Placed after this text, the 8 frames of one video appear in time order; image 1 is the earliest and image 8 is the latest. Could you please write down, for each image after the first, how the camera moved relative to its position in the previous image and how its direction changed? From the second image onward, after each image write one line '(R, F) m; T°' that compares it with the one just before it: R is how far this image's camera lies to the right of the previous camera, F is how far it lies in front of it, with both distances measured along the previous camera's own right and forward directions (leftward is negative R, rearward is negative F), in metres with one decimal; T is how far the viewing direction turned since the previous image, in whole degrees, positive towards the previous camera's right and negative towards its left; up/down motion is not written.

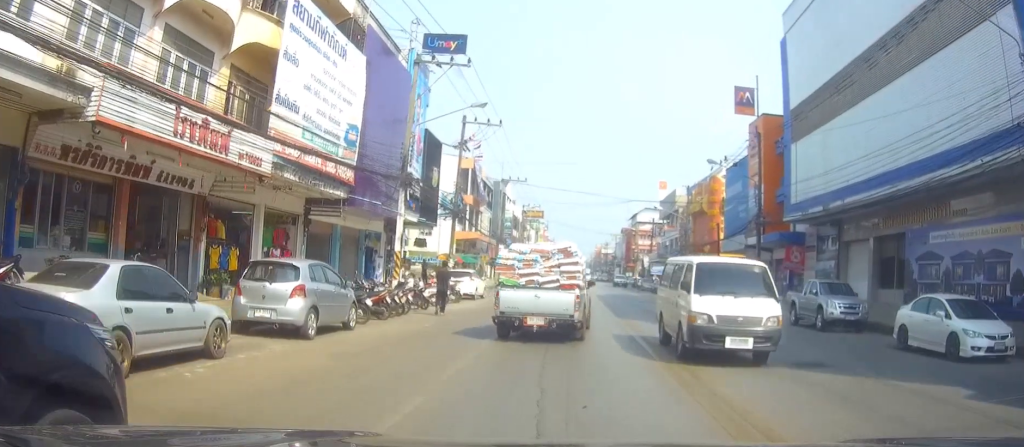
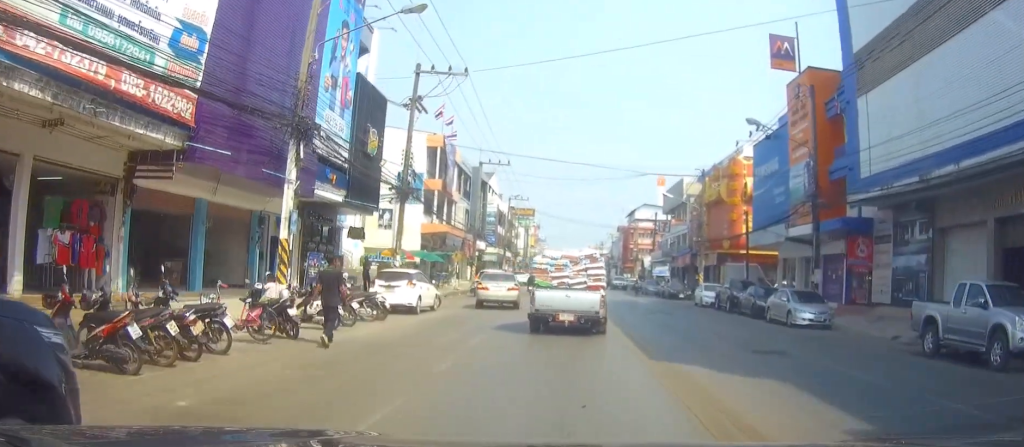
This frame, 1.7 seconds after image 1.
(+0.2, +11.8) m; +2°
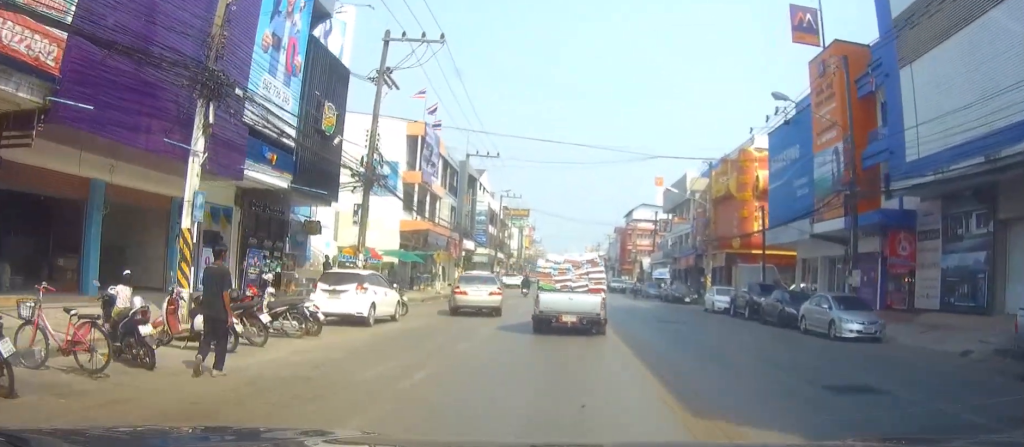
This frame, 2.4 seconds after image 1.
(0.0, +5.1) m; 0°
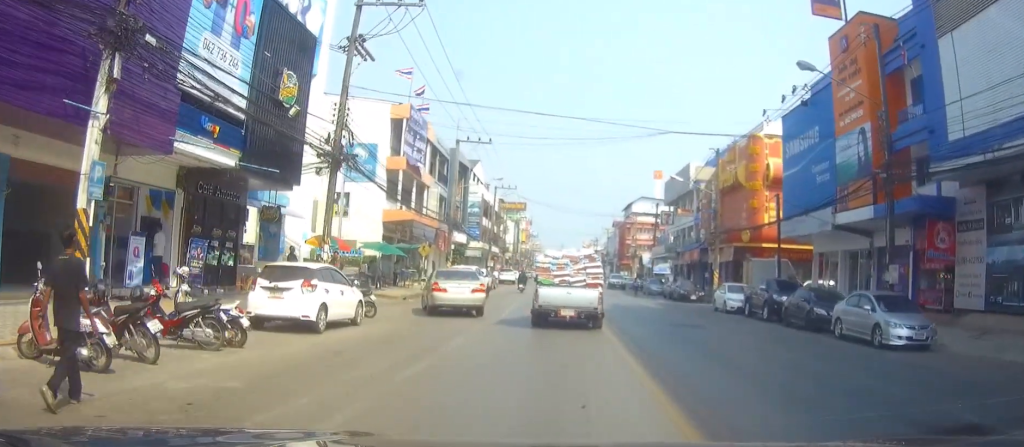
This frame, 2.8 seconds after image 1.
(0.0, +3.2) m; 0°
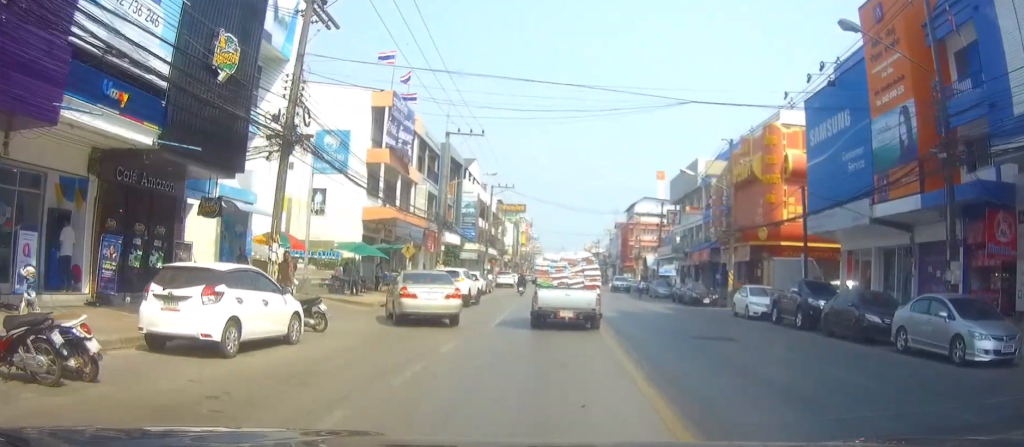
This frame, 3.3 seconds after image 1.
(0.0, +4.0) m; -1°
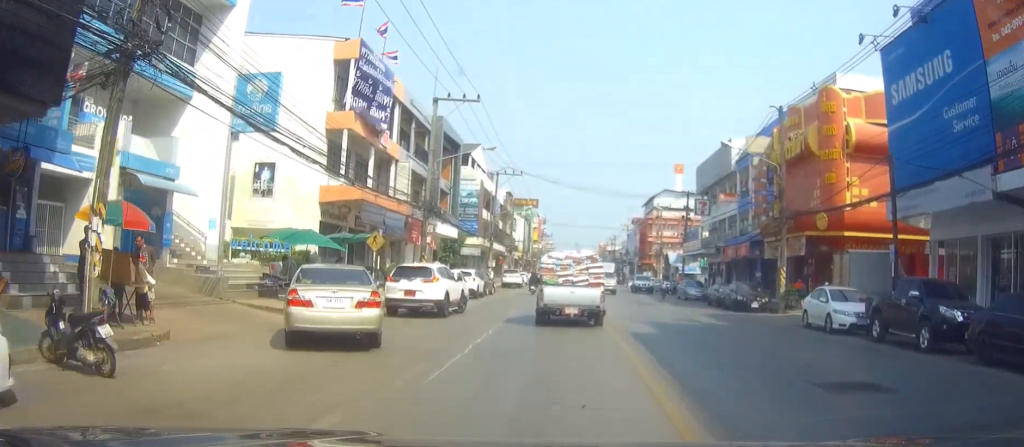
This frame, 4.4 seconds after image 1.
(-0.1, +8.3) m; -1°
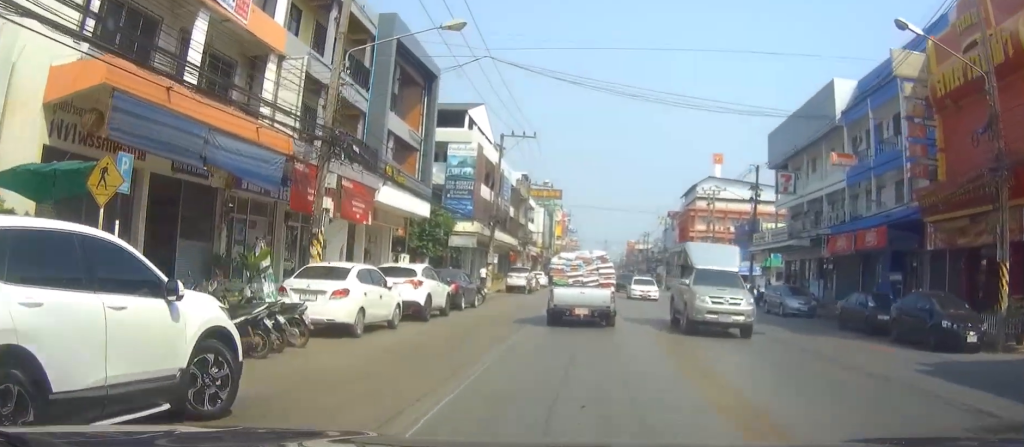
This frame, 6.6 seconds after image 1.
(-0.3, +18.3) m; -2°
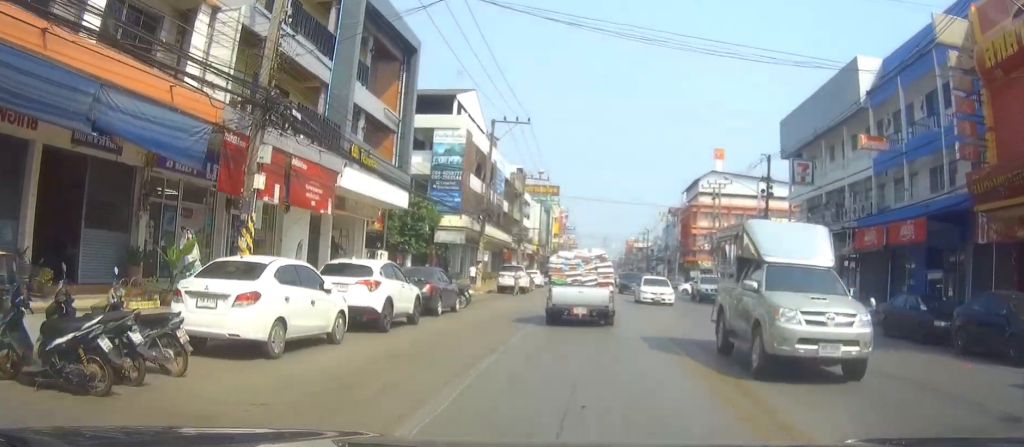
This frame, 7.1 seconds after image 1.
(0.0, +4.3) m; 0°
